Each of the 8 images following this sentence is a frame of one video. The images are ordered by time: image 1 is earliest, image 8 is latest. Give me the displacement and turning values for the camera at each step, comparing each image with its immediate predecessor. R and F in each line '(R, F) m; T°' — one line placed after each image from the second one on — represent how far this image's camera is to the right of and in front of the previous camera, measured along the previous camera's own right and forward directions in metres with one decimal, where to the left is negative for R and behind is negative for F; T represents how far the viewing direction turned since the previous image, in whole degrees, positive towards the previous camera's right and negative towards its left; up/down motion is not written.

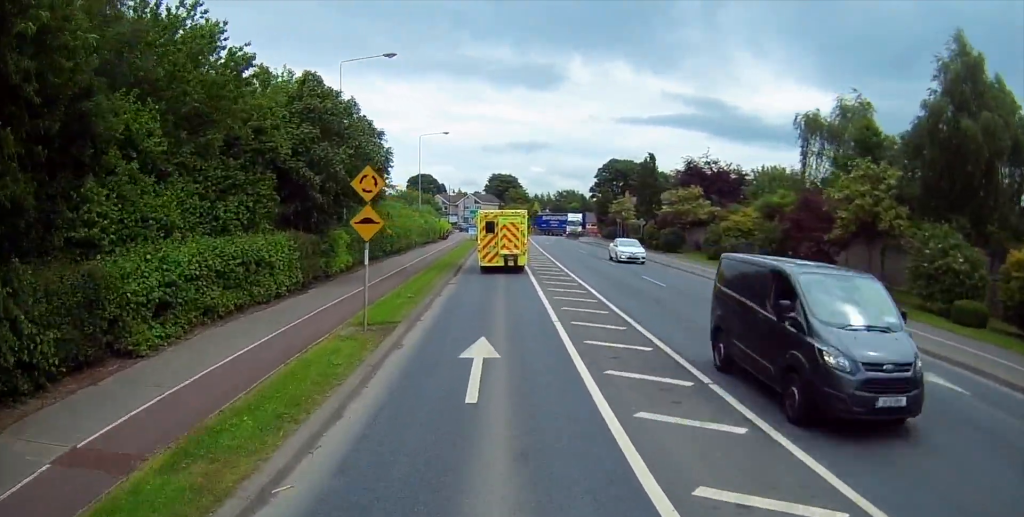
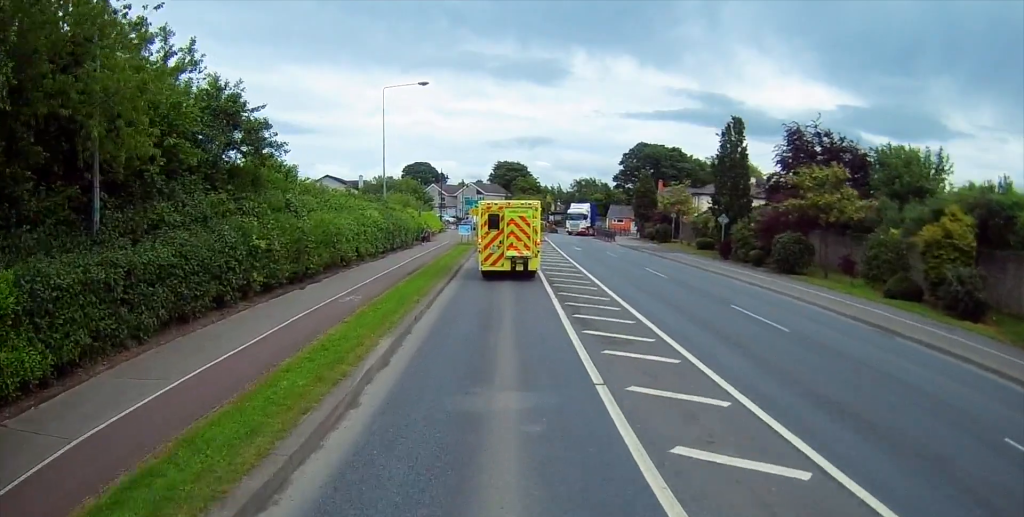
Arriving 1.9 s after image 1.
(0.0, +24.6) m; 0°
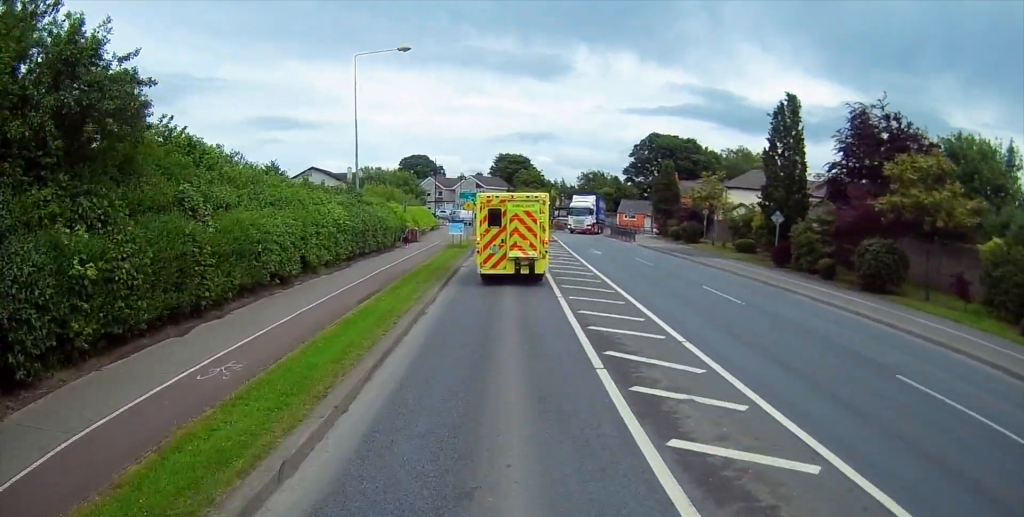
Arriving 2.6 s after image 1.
(0.0, +9.7) m; 0°
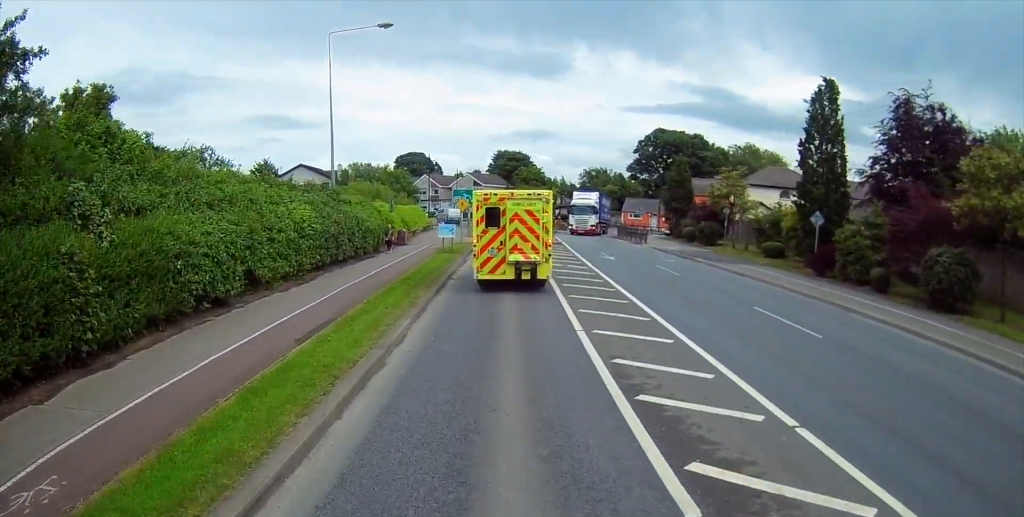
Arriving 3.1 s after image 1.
(0.0, +5.5) m; 0°
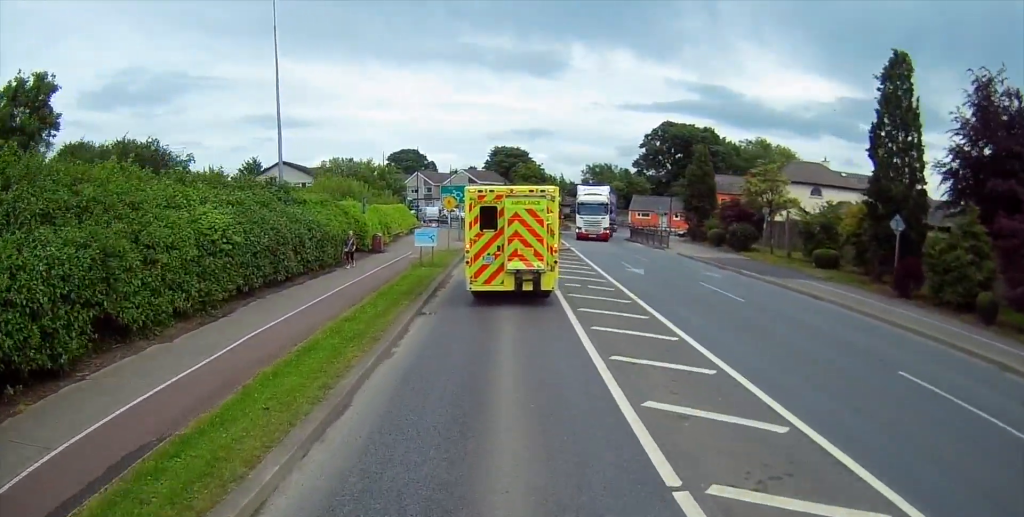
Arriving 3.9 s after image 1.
(0.0, +8.7) m; 0°
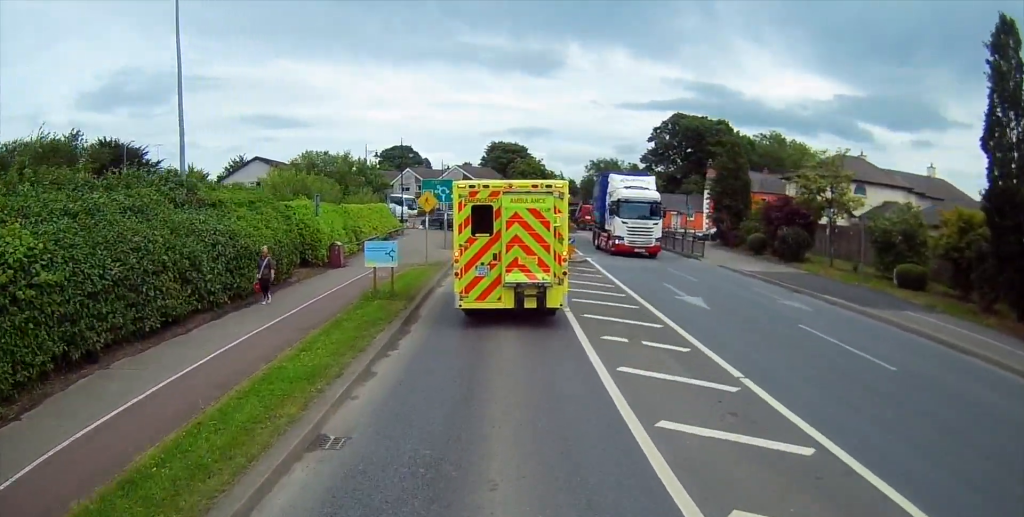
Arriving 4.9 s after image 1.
(0.0, +10.1) m; 0°
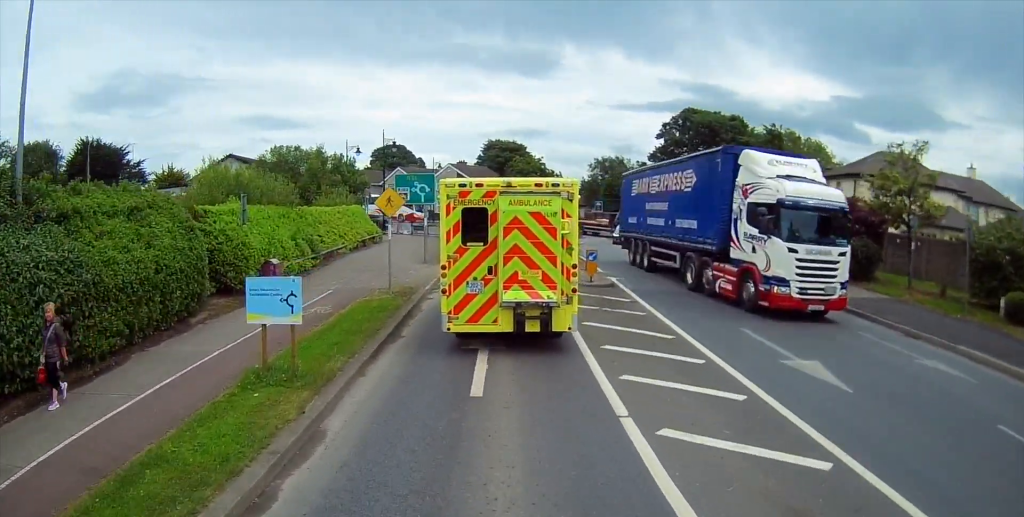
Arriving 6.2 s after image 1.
(0.0, +9.5) m; 0°
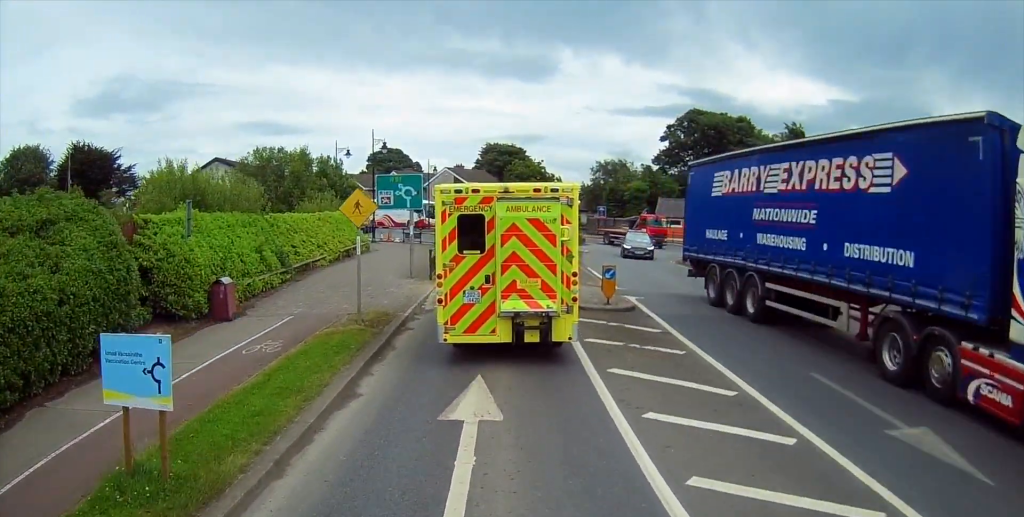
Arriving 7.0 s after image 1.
(0.0, +4.7) m; 0°
